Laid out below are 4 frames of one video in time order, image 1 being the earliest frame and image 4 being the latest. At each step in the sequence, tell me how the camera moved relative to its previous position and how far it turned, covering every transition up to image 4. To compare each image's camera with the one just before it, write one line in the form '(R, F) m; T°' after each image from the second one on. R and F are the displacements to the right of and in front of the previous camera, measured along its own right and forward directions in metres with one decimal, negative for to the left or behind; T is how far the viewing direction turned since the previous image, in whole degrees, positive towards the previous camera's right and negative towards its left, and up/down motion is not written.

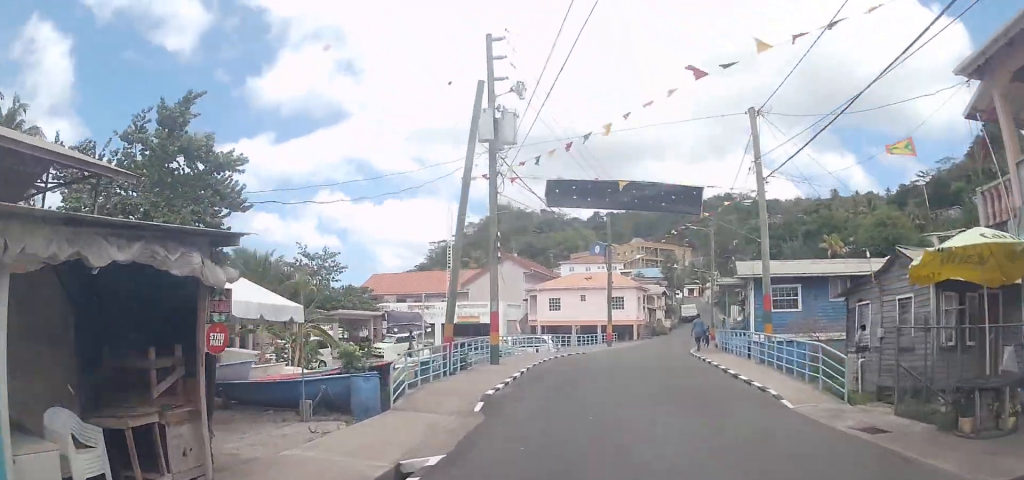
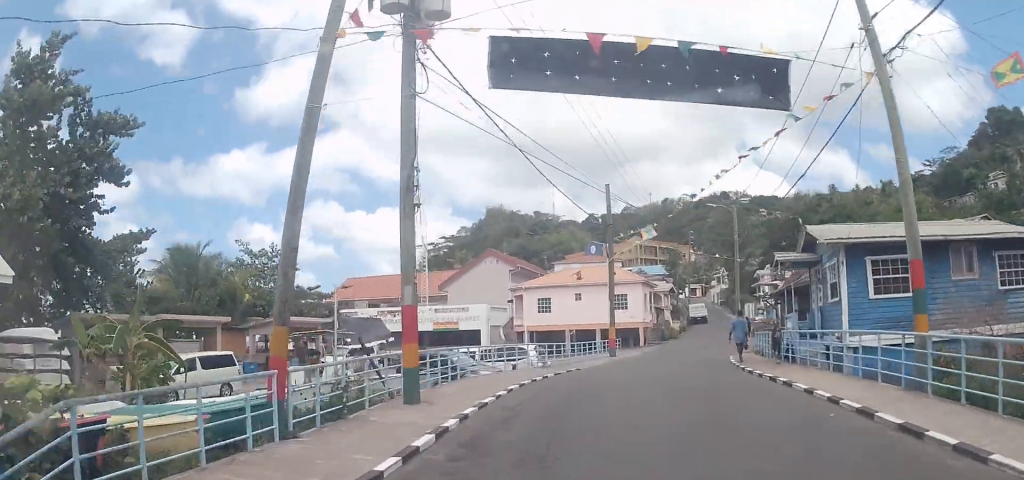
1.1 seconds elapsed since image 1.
(+0.4, +9.2) m; +4°
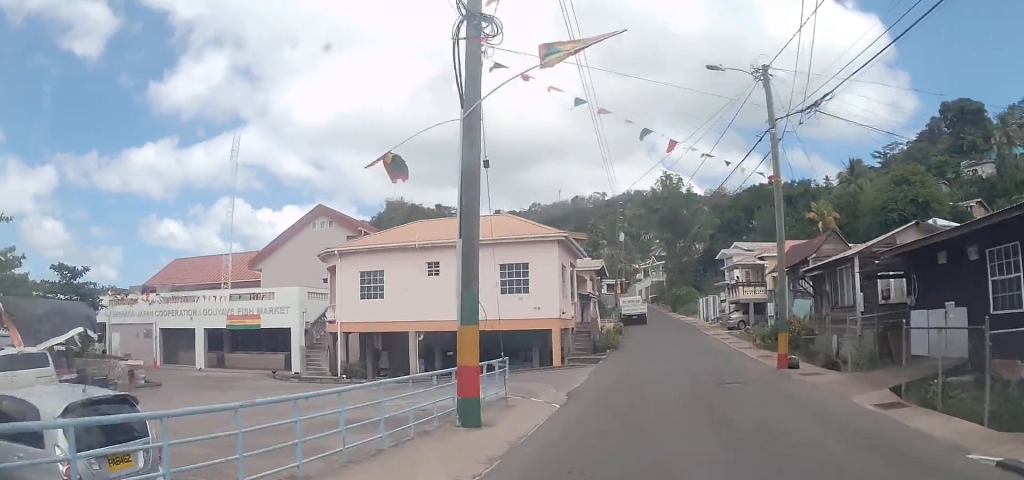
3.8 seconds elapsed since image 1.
(+0.3, +22.1) m; +5°
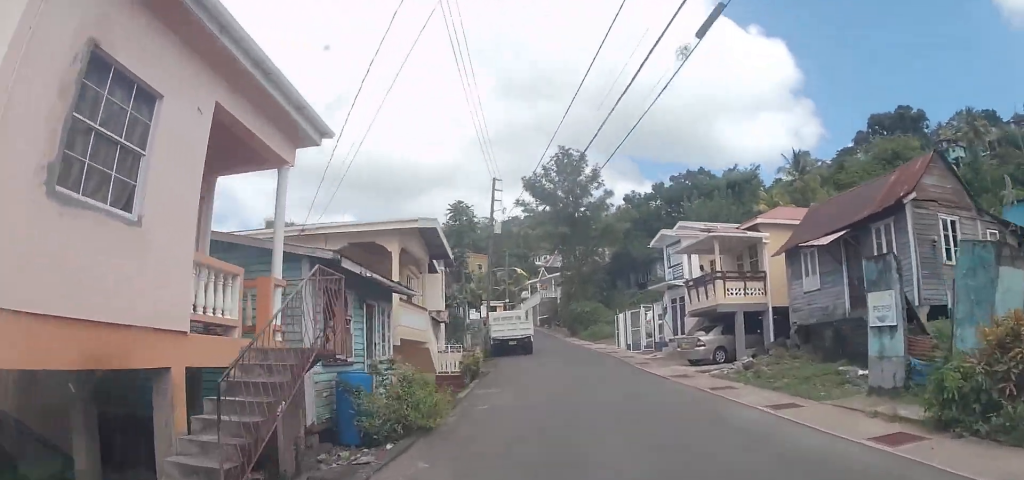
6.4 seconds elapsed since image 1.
(+1.1, +19.8) m; +8°
